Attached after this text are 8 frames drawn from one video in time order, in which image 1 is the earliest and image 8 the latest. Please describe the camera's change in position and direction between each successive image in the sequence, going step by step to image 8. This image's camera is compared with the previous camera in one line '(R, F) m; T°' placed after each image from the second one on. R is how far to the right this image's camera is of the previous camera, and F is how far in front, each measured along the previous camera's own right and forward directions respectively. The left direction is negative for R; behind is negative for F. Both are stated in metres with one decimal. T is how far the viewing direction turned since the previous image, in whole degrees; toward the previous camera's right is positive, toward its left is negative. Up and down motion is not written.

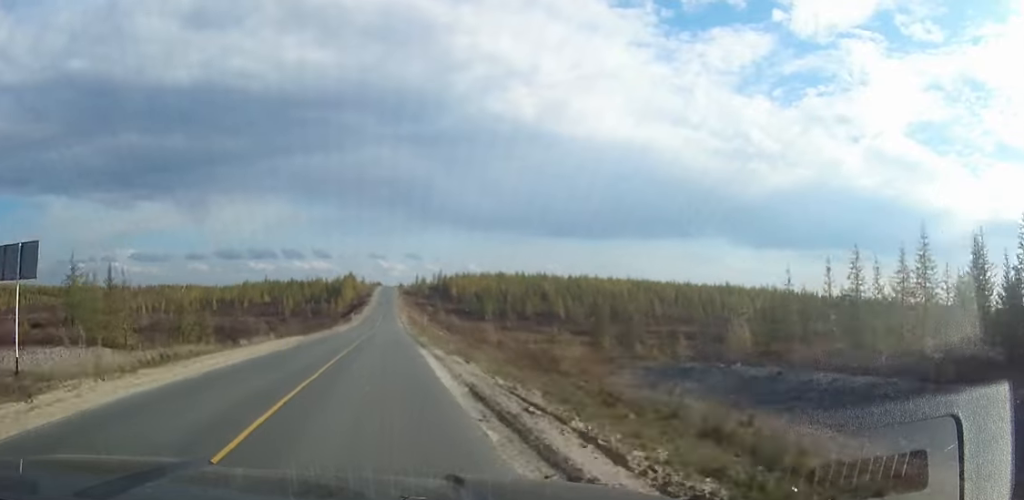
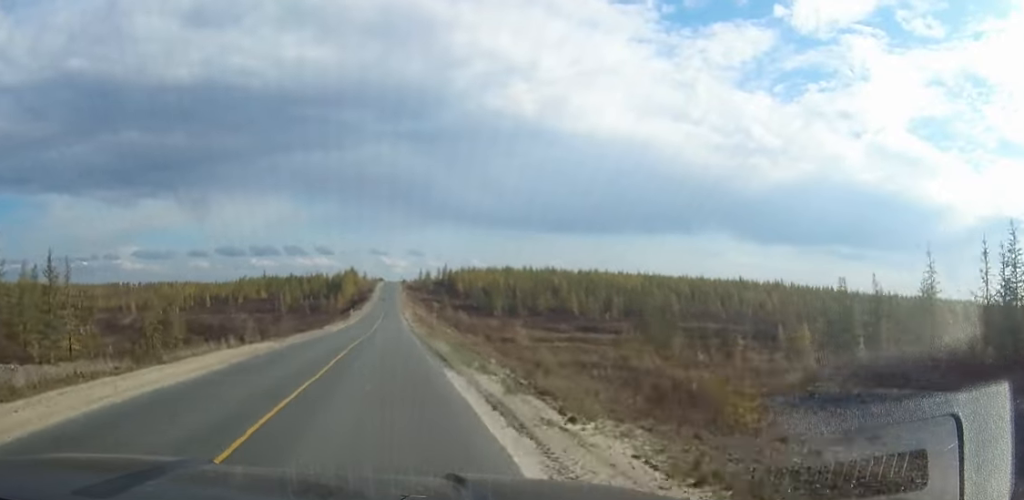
(0.0, +13.8) m; 0°
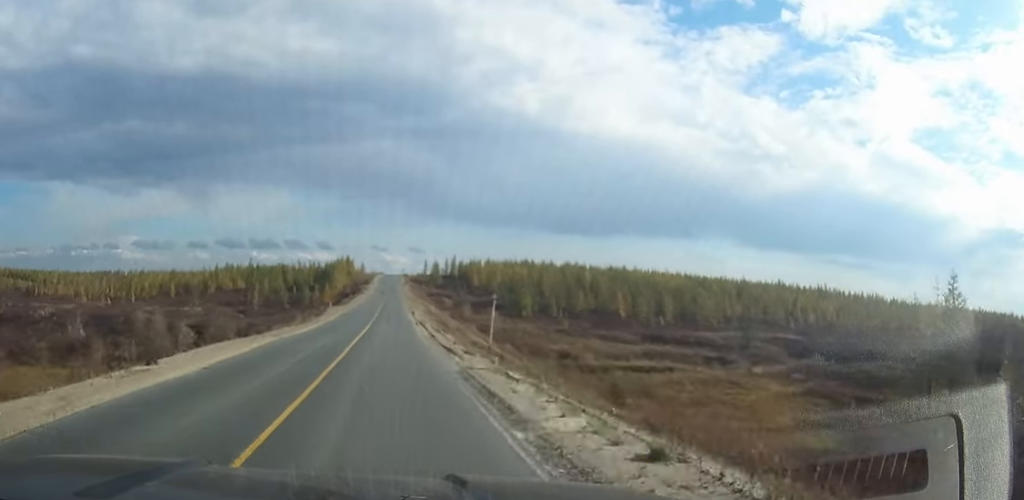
(0.0, +41.8) m; 0°
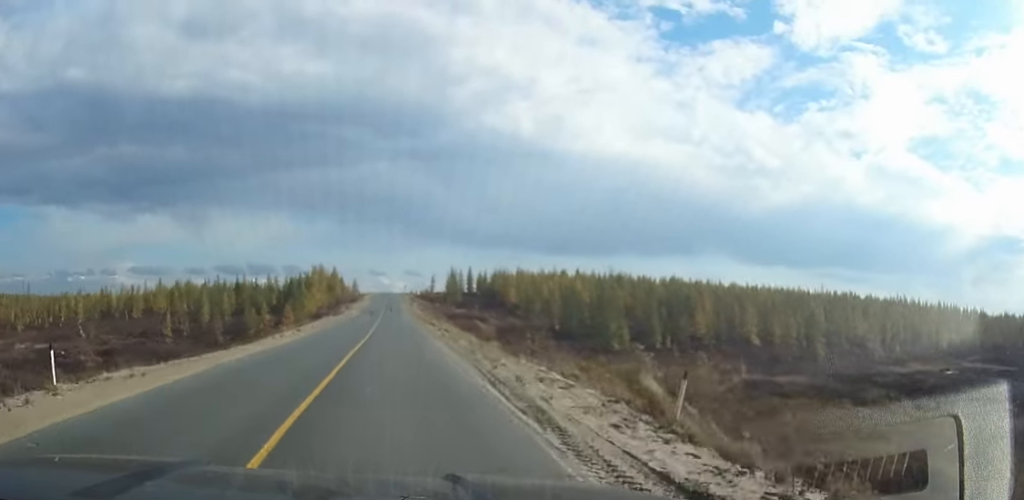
(0.0, +63.0) m; 0°
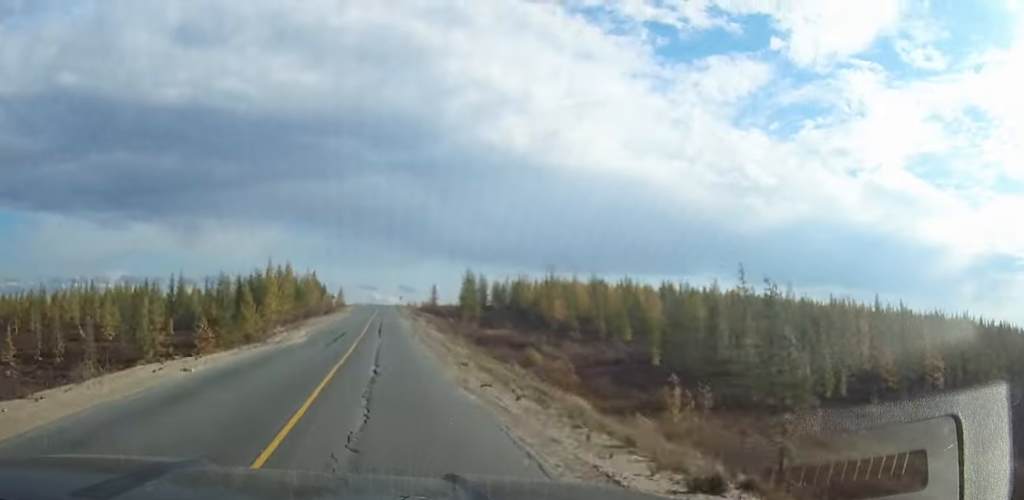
(+0.1, +42.1) m; 0°
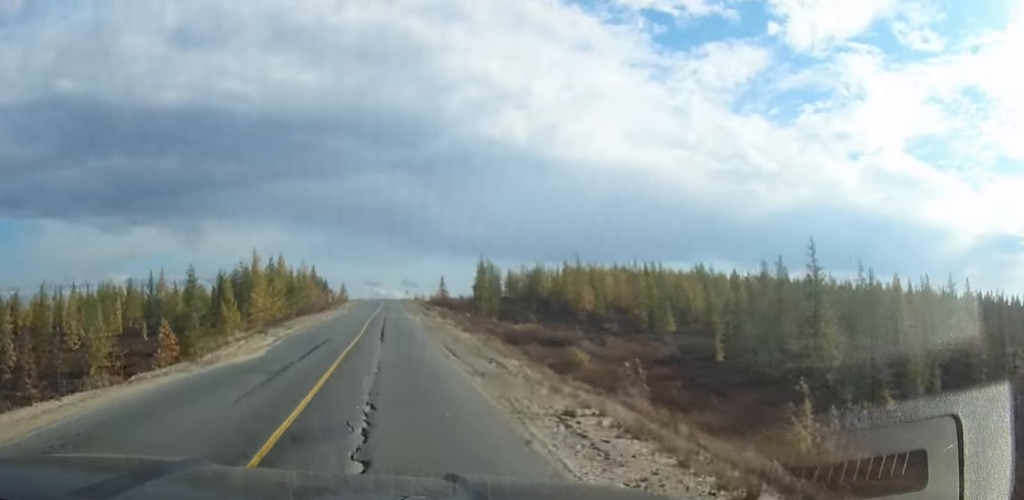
(0.0, +12.0) m; 0°
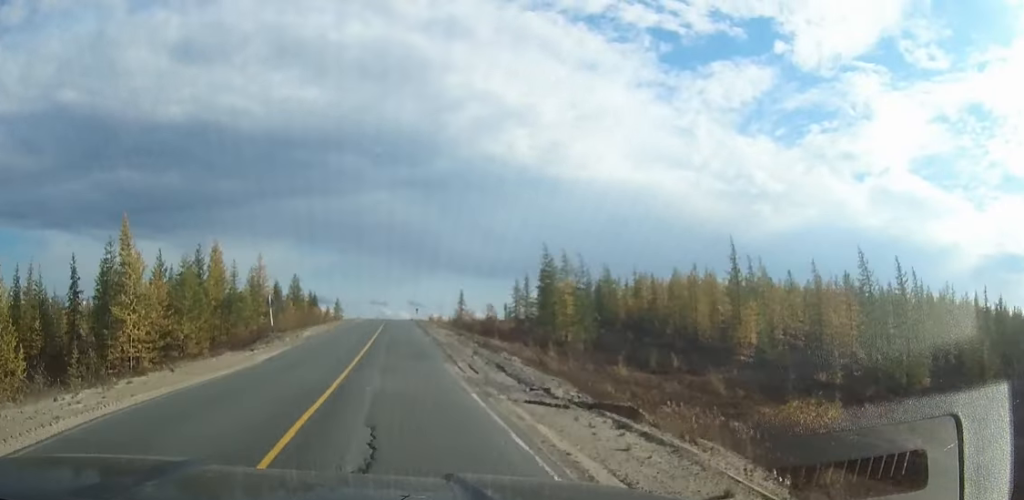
(-0.1, +40.4) m; 0°
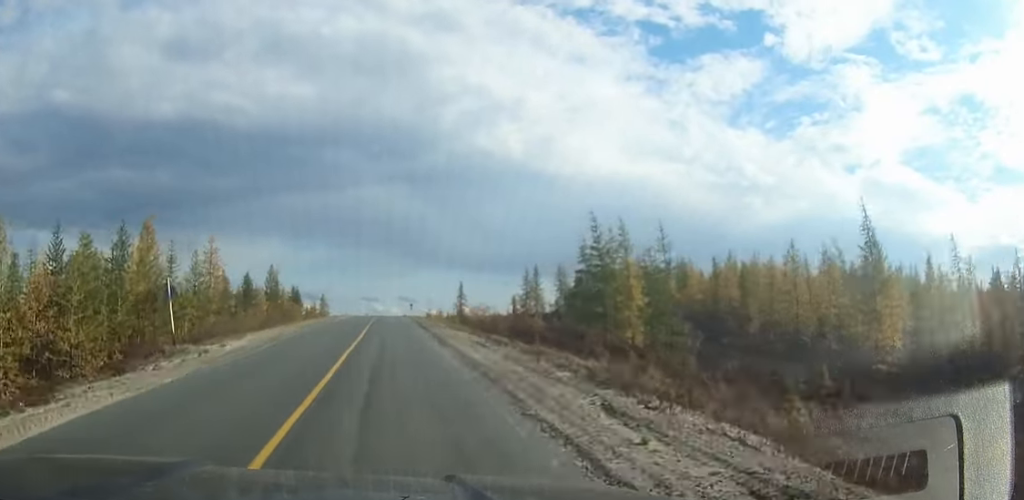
(0.0, +16.6) m; 0°
